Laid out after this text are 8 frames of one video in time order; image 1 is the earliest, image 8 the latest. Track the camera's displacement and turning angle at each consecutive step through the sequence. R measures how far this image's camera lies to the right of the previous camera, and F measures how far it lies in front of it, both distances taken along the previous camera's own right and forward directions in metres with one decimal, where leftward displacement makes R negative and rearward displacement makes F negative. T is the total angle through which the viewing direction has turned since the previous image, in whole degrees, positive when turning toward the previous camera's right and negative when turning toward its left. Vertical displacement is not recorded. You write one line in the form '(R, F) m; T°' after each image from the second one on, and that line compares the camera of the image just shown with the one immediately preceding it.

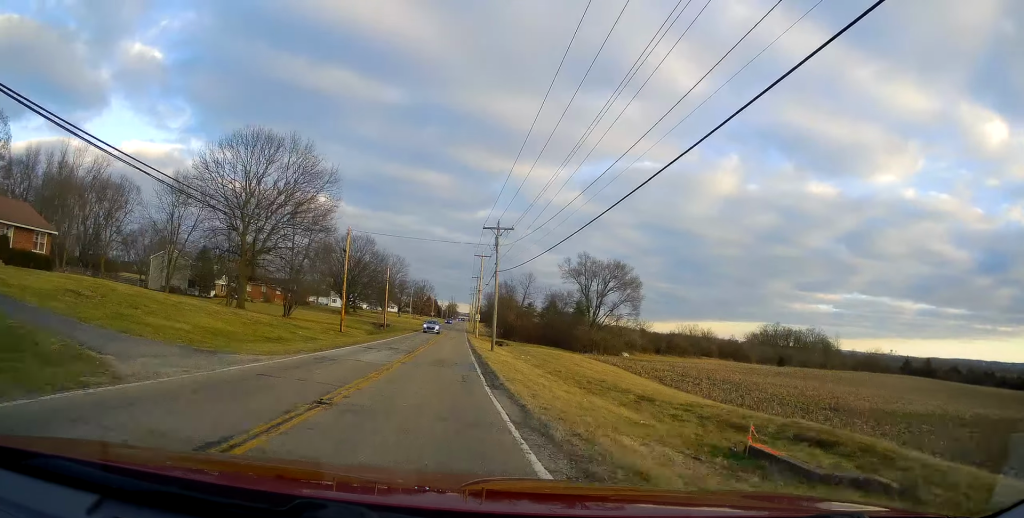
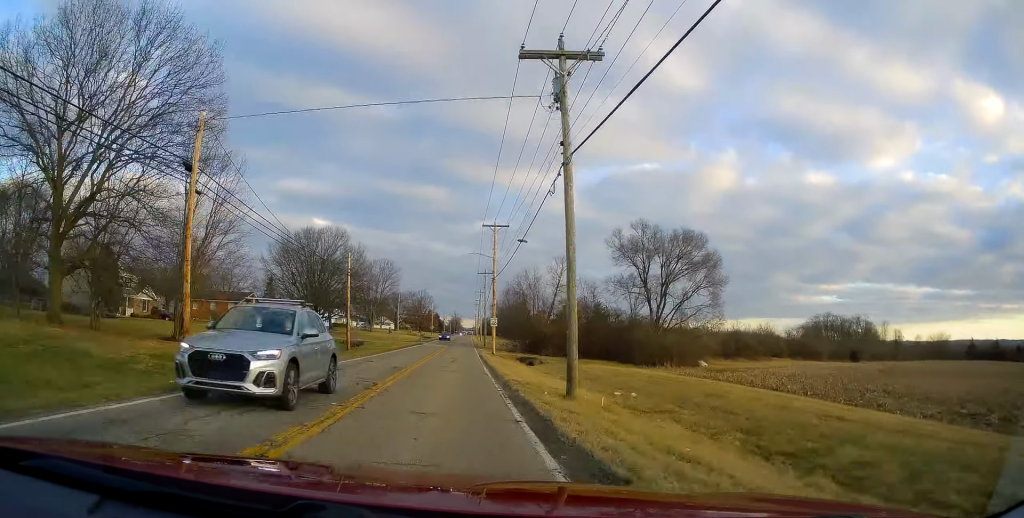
(+0.1, +29.9) m; -1°
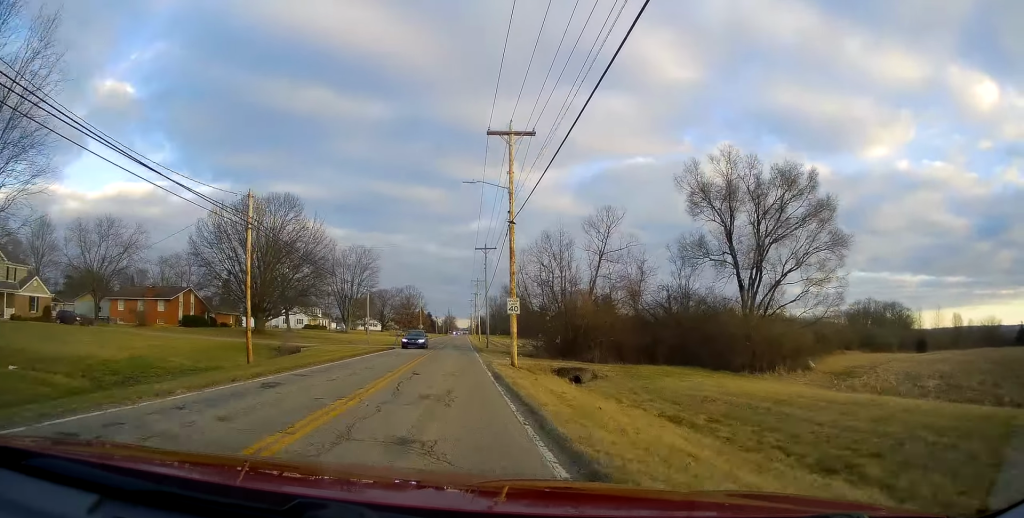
(-0.5, +24.6) m; -1°
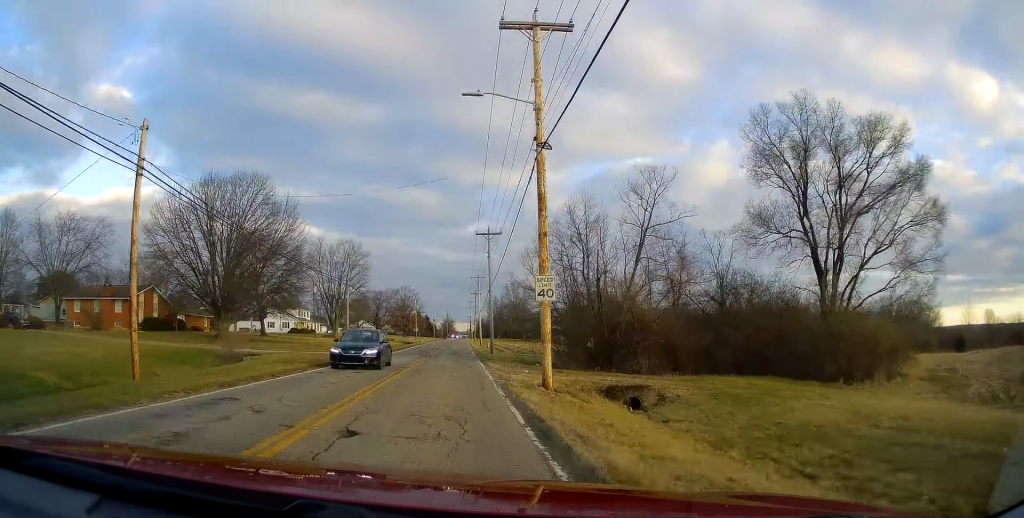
(0.0, +11.3) m; 0°
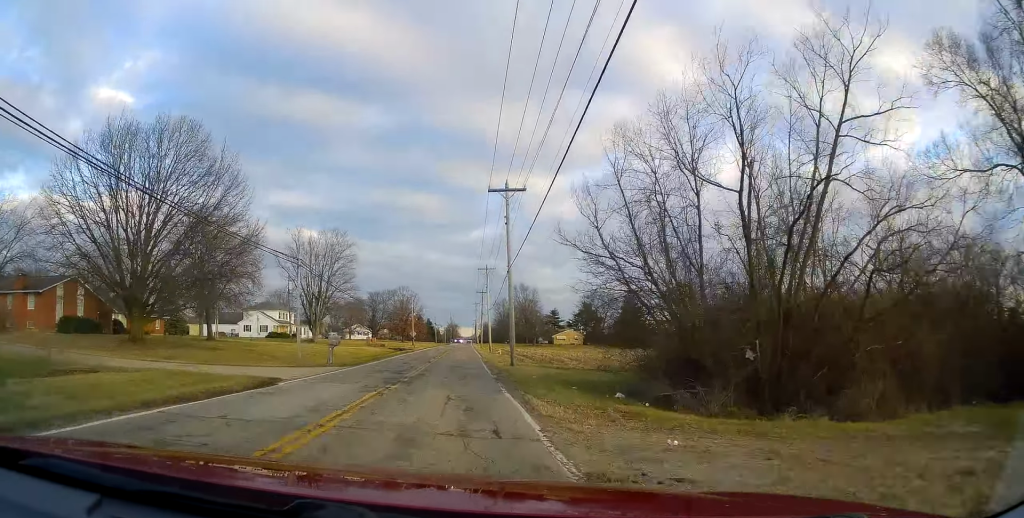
(+0.2, +18.5) m; +1°
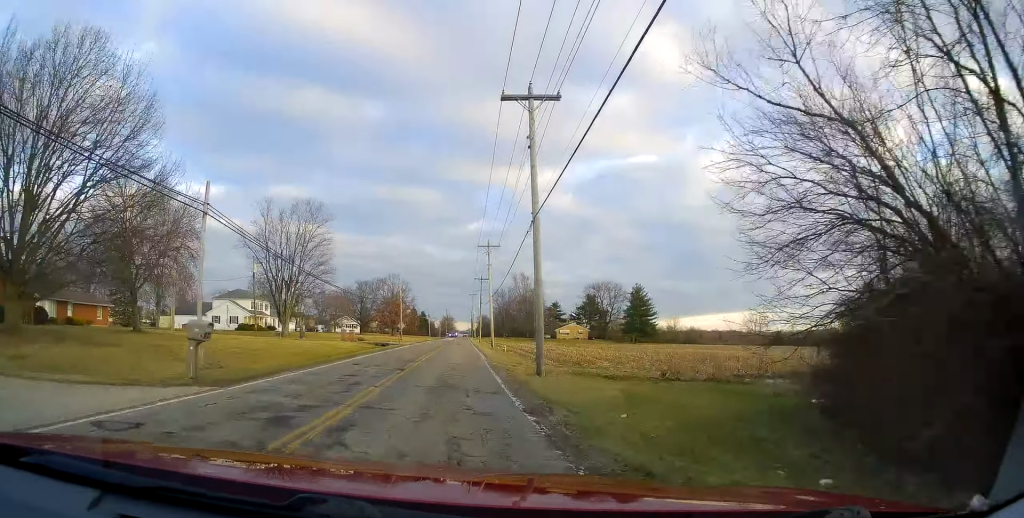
(0.0, +14.5) m; +1°
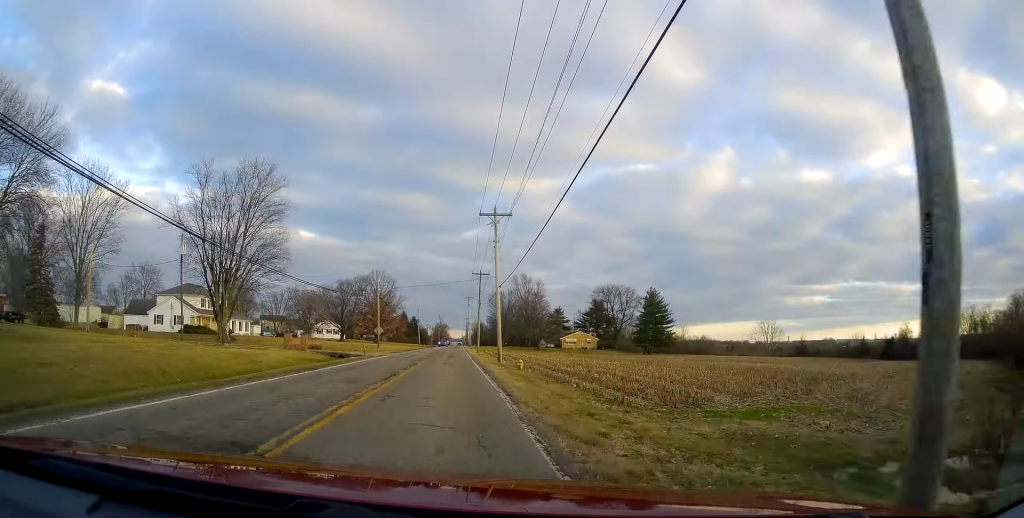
(+0.4, +20.2) m; -1°
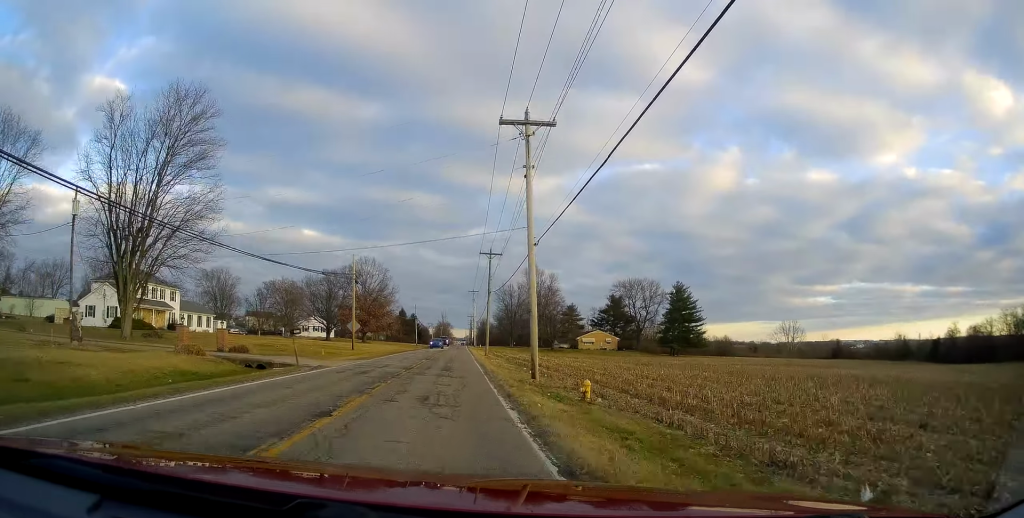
(-0.6, +19.2) m; -1°
